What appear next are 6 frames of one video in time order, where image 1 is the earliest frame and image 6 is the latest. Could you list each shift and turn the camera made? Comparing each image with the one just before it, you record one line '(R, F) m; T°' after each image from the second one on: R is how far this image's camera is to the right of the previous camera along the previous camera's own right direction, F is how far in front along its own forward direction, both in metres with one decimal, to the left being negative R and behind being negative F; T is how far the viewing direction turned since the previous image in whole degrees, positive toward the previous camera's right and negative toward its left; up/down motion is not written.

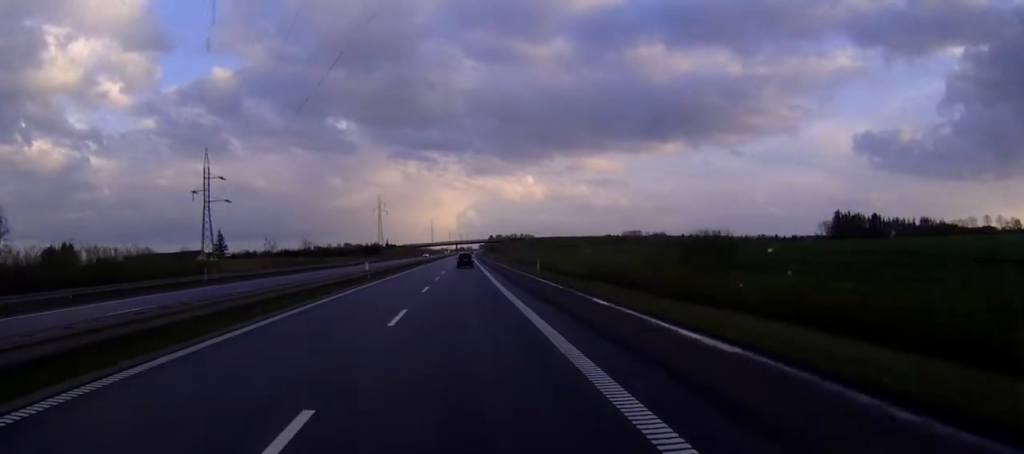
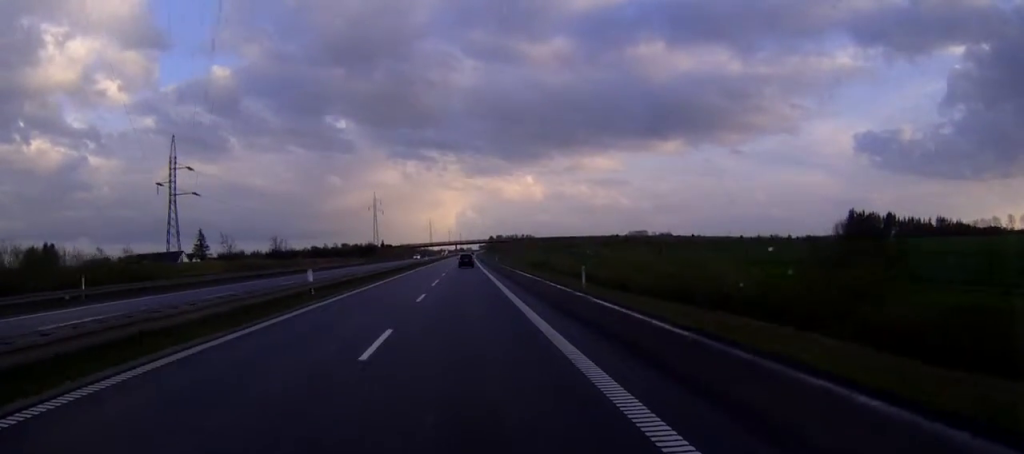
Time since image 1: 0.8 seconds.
(-0.1, +20.6) m; 0°
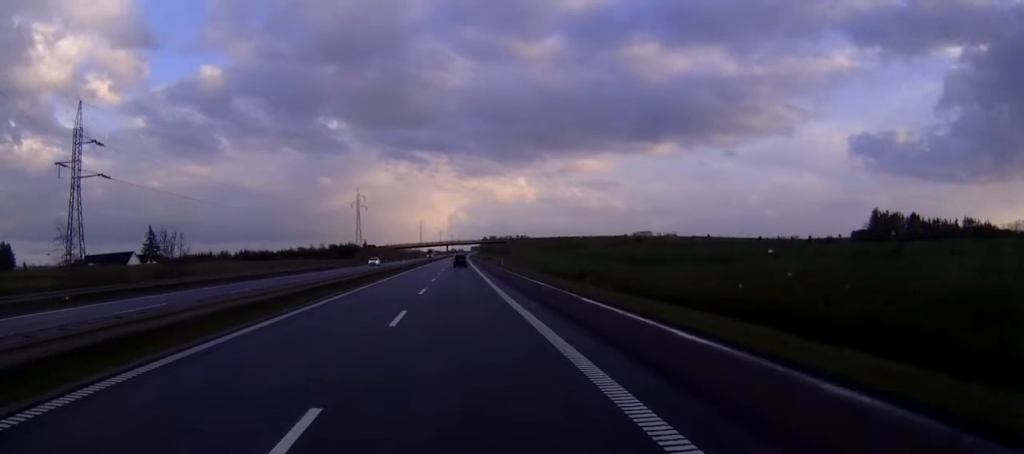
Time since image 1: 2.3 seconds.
(+0.2, +38.9) m; 0°
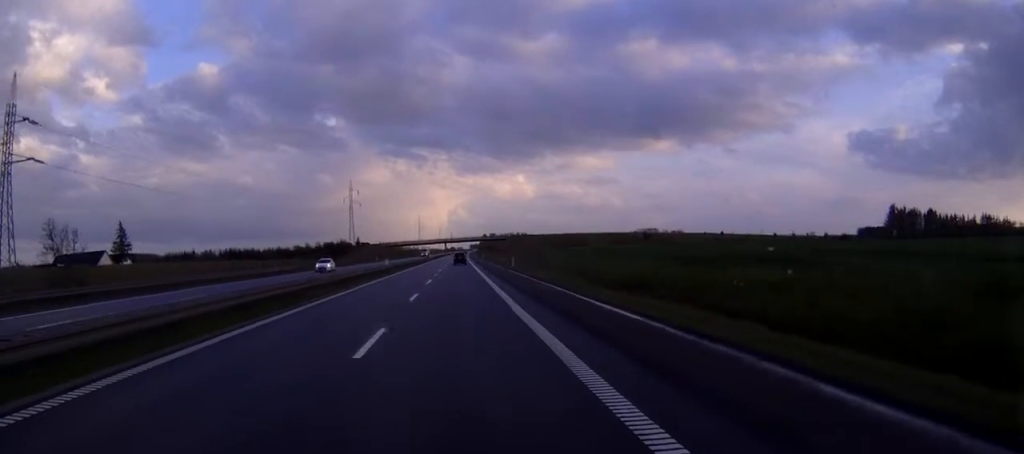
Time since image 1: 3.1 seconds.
(0.0, +20.7) m; 0°
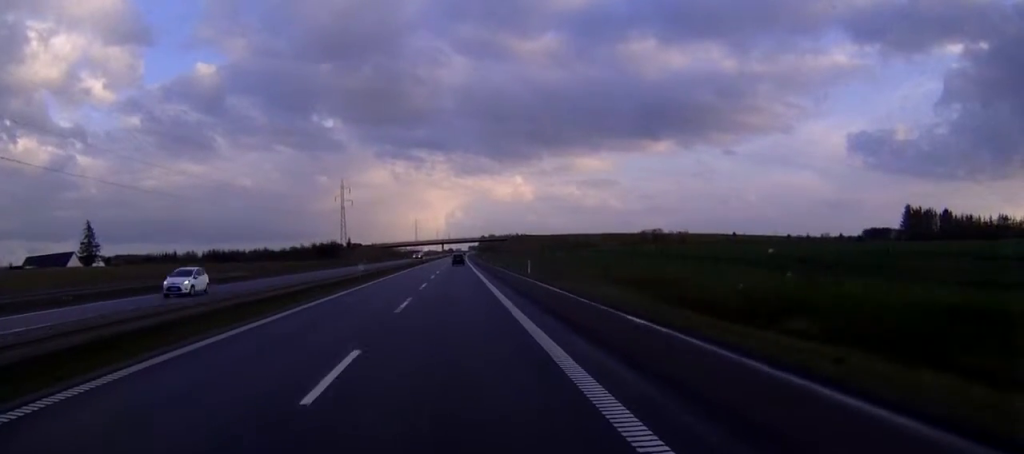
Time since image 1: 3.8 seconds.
(+0.1, +18.9) m; 0°
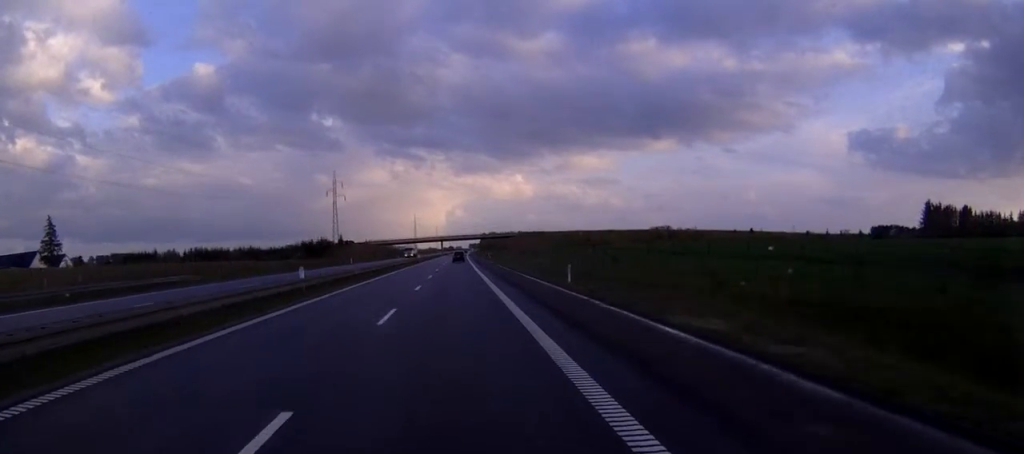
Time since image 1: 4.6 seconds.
(0.0, +20.6) m; 0°
